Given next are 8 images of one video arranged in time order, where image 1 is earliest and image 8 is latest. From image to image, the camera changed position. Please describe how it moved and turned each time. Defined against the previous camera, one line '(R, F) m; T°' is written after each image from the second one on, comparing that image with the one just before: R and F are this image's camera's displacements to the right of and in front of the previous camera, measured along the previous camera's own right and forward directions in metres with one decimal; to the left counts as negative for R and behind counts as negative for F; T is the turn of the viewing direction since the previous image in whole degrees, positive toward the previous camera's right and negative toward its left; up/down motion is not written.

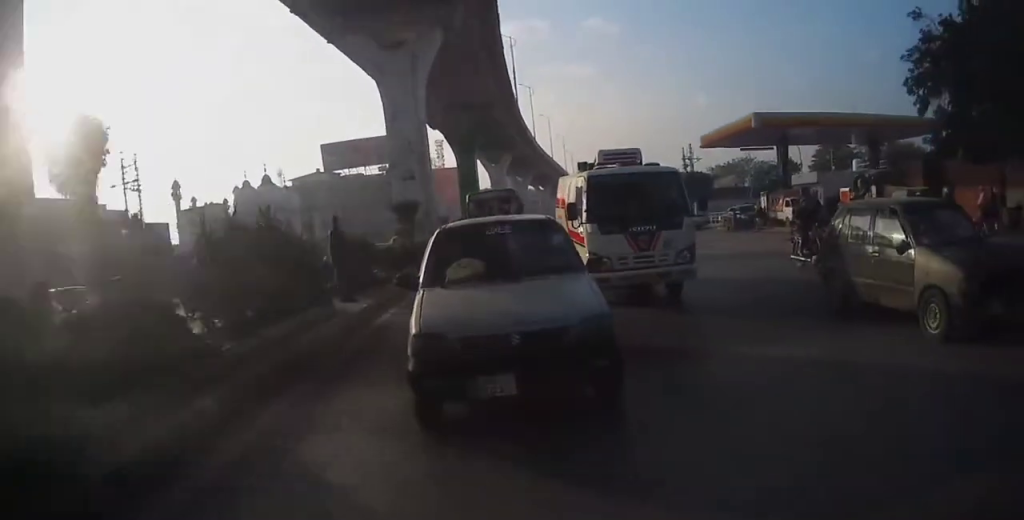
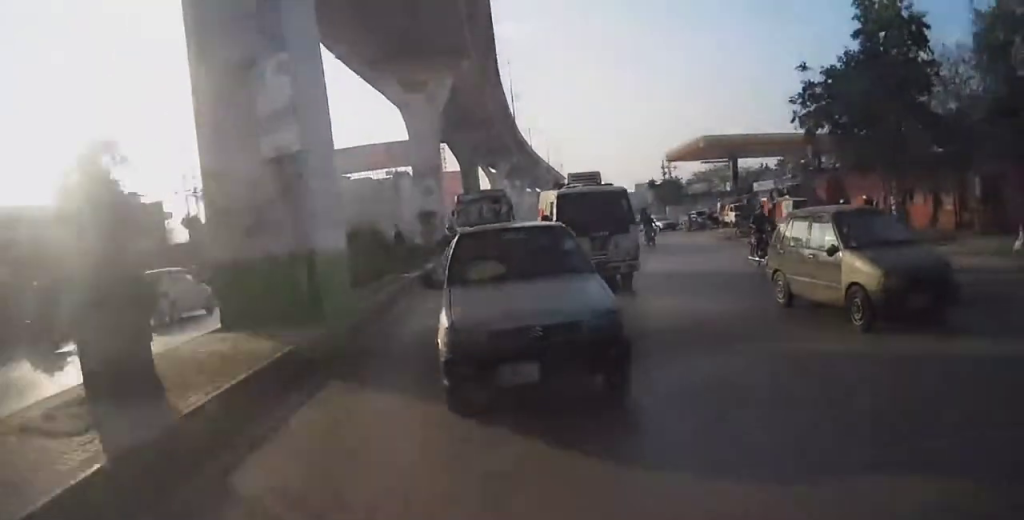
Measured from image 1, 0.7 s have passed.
(+0.5, +9.4) m; 0°
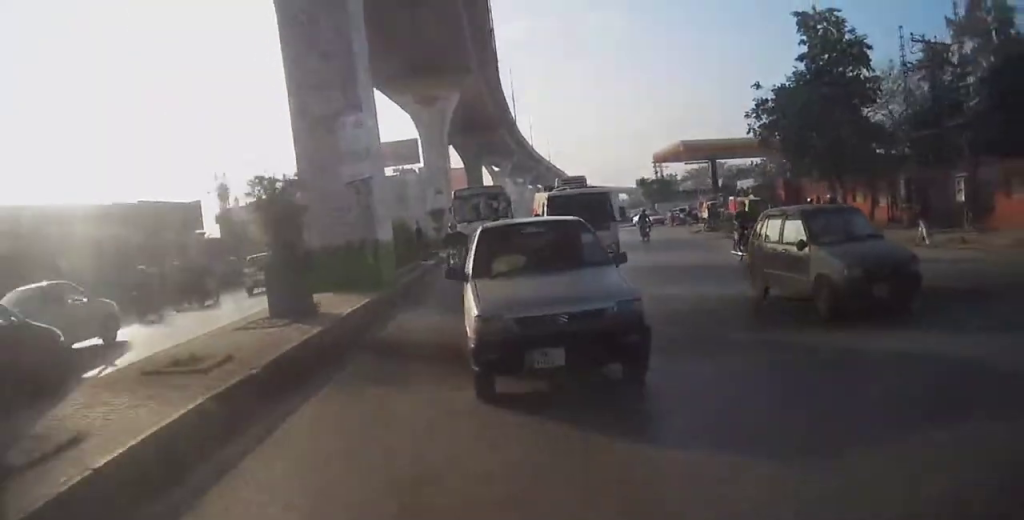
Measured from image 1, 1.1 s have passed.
(-0.4, +5.6) m; -1°
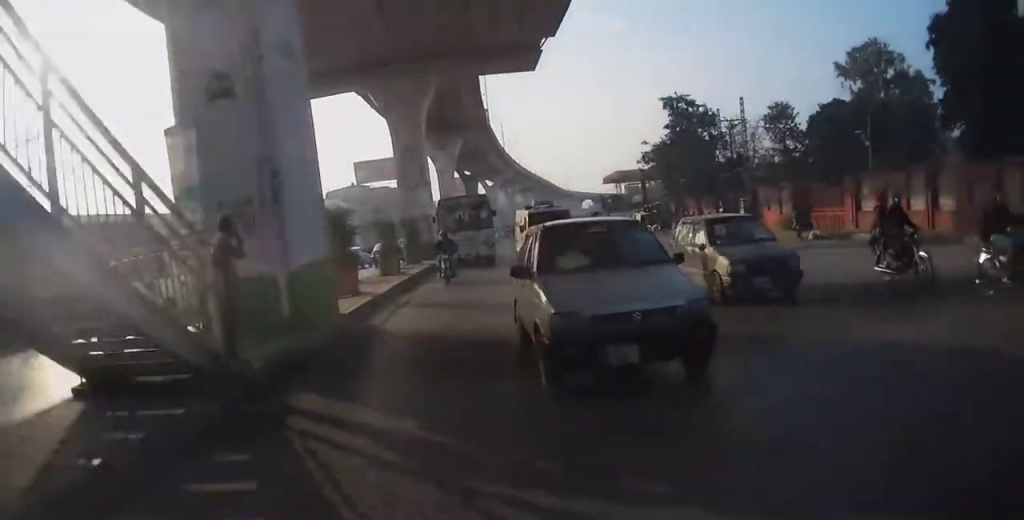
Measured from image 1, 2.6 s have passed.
(-0.2, +21.6) m; -1°
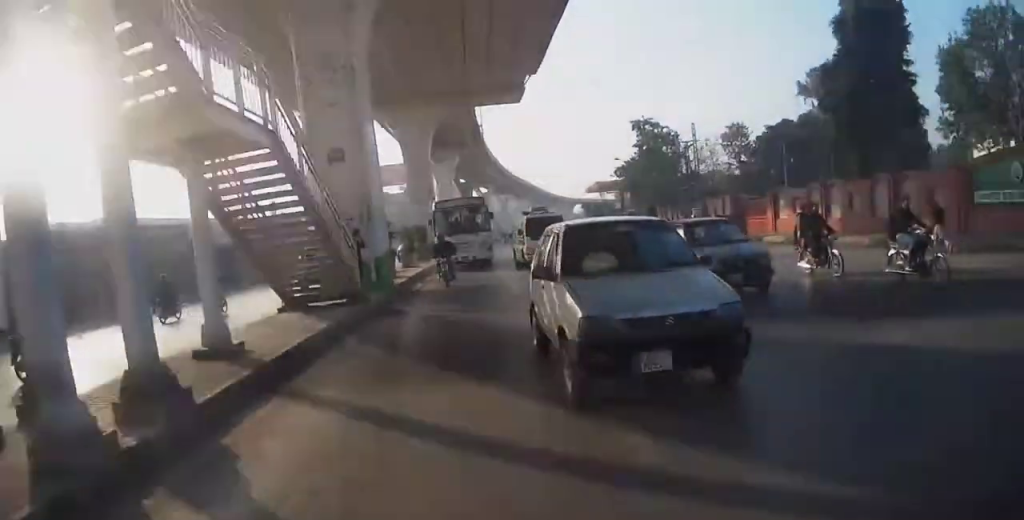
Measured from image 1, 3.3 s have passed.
(-0.3, +8.5) m; 0°
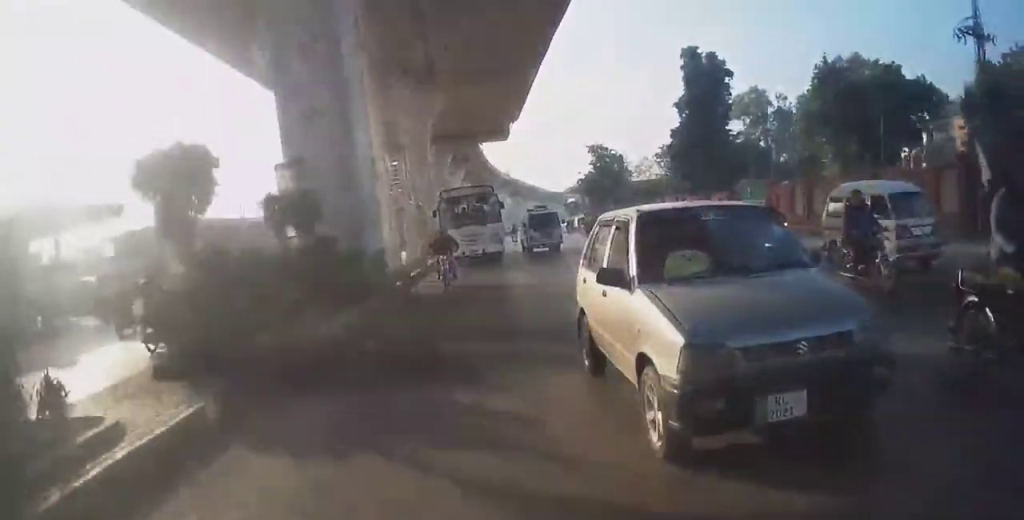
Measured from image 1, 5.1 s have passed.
(+0.4, +24.0) m; +2°
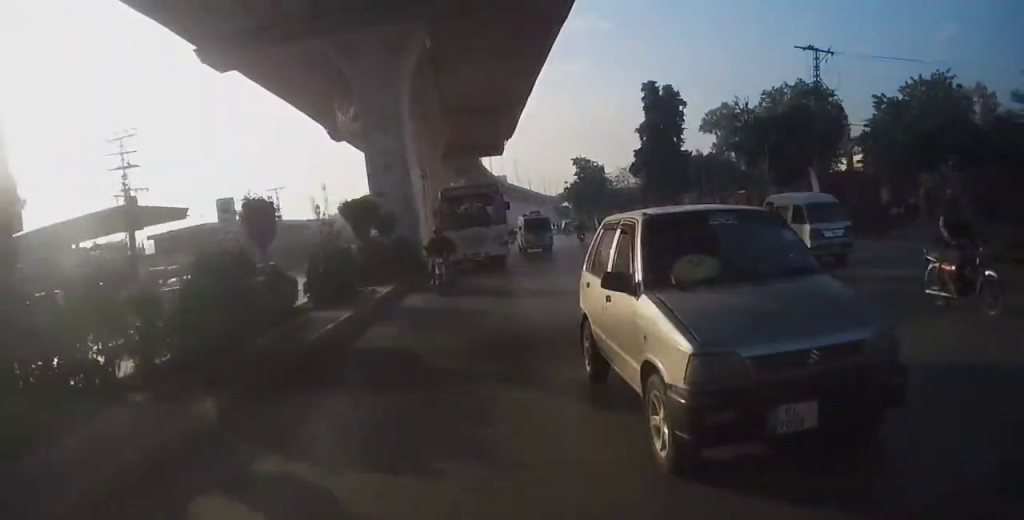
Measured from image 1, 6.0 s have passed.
(0.0, +11.8) m; 0°
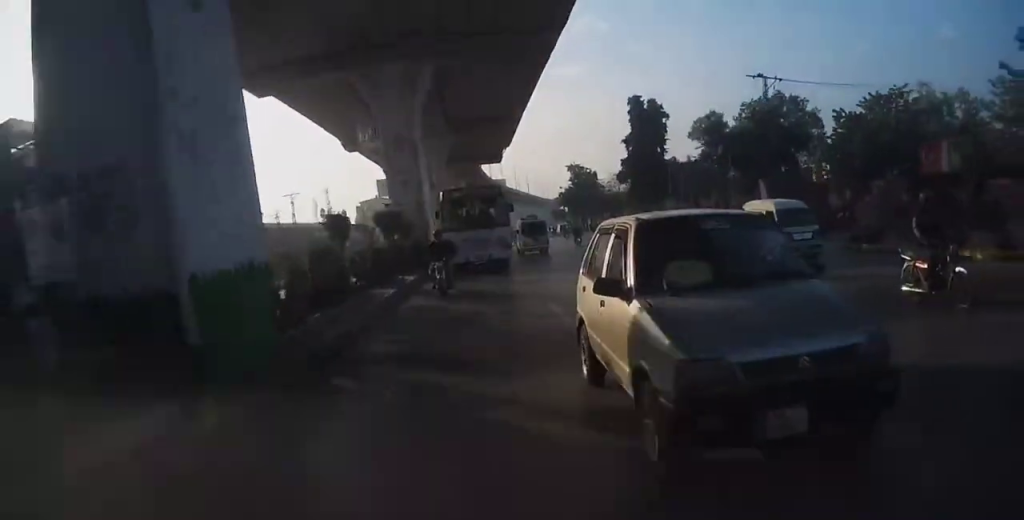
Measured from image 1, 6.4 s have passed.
(0.0, +5.7) m; 0°
